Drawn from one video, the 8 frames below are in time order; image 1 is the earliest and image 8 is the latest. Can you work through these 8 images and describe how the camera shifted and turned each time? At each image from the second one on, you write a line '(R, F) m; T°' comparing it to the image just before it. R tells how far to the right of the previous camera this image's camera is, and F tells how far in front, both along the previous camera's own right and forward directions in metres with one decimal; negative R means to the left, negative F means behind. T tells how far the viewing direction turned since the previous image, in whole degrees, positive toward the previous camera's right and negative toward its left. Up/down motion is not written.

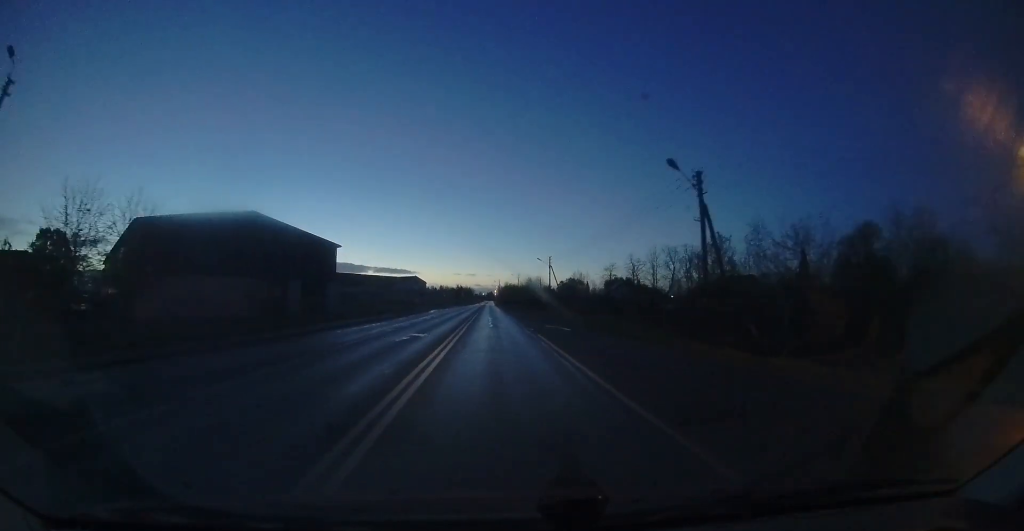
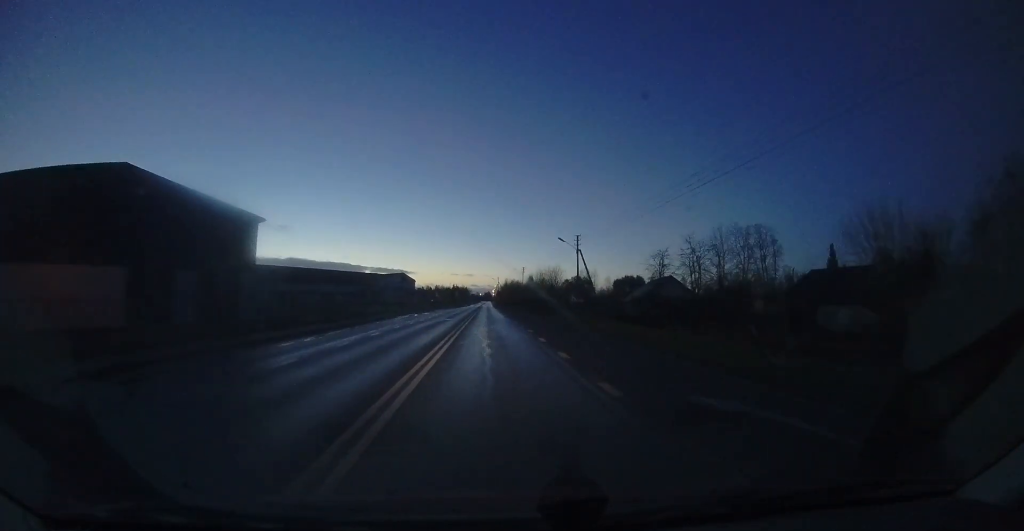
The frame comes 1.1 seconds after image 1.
(+0.9, +17.4) m; +5°
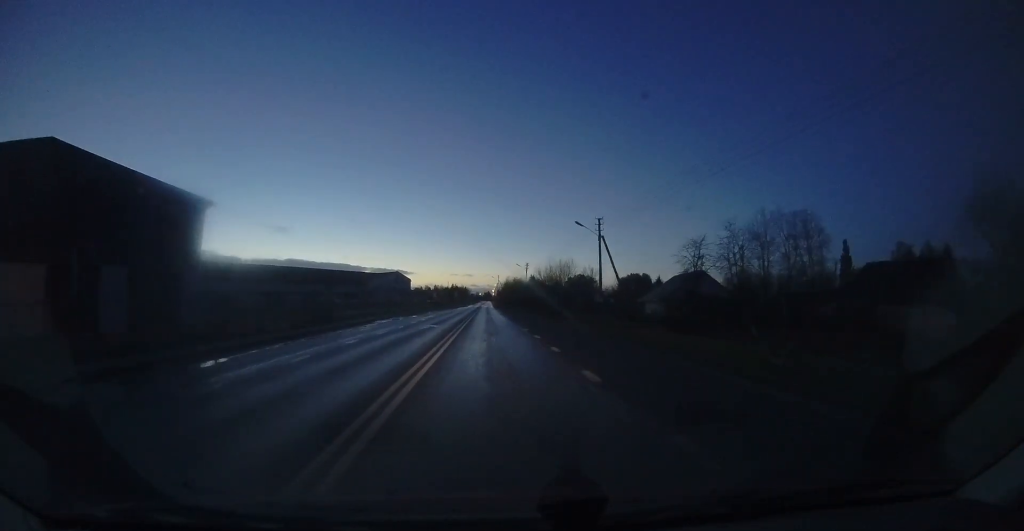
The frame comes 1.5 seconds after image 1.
(+0.2, +7.0) m; 0°
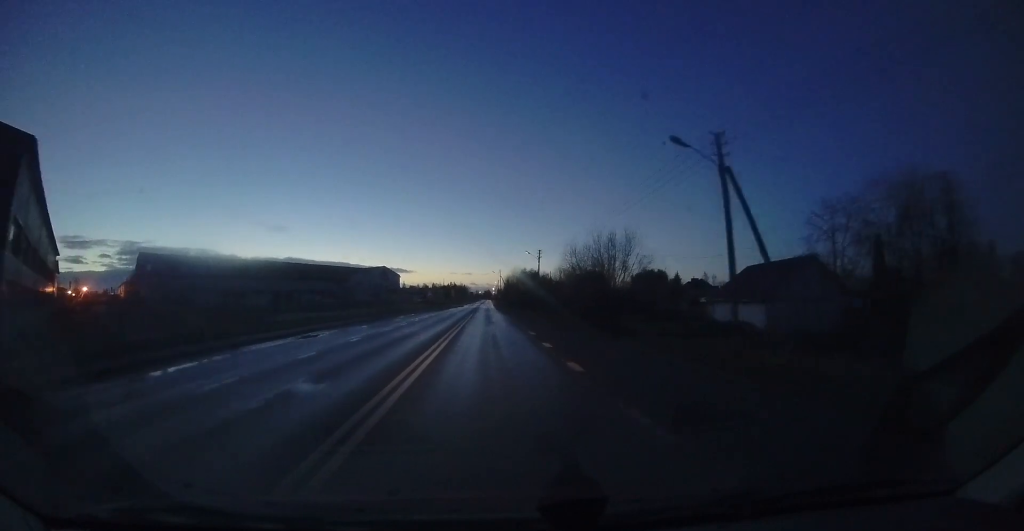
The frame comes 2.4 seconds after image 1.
(+0.1, +14.9) m; -2°
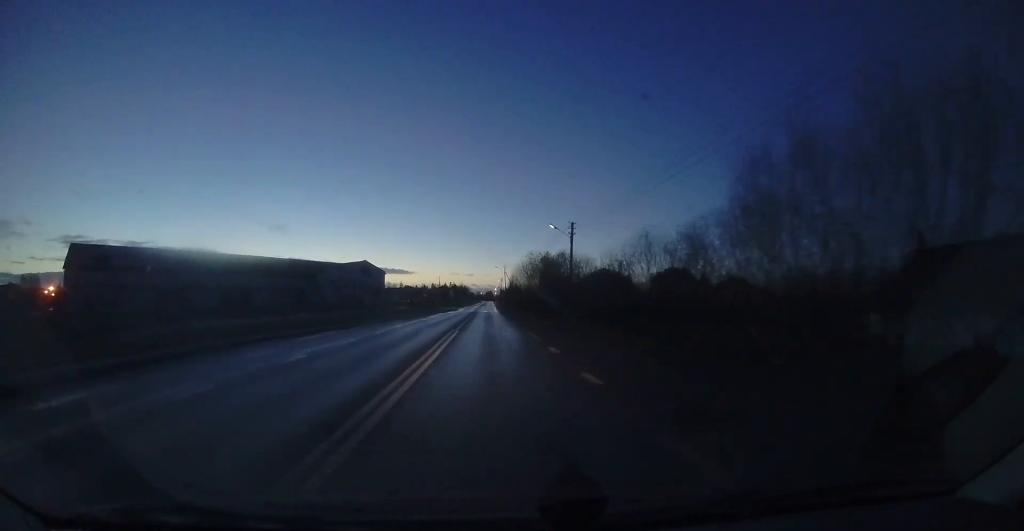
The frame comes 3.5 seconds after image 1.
(-0.7, +16.8) m; -3°
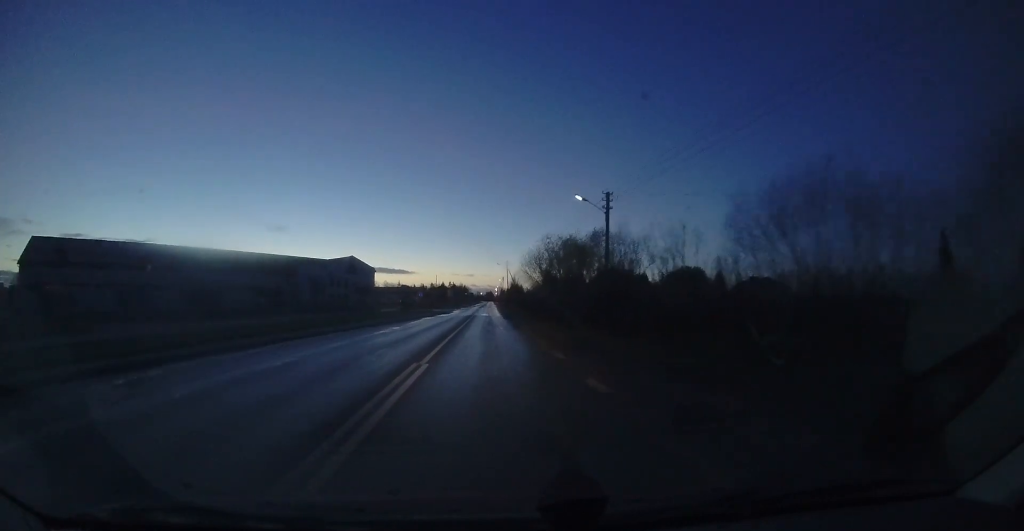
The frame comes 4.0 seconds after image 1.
(-0.4, +8.3) m; 0°
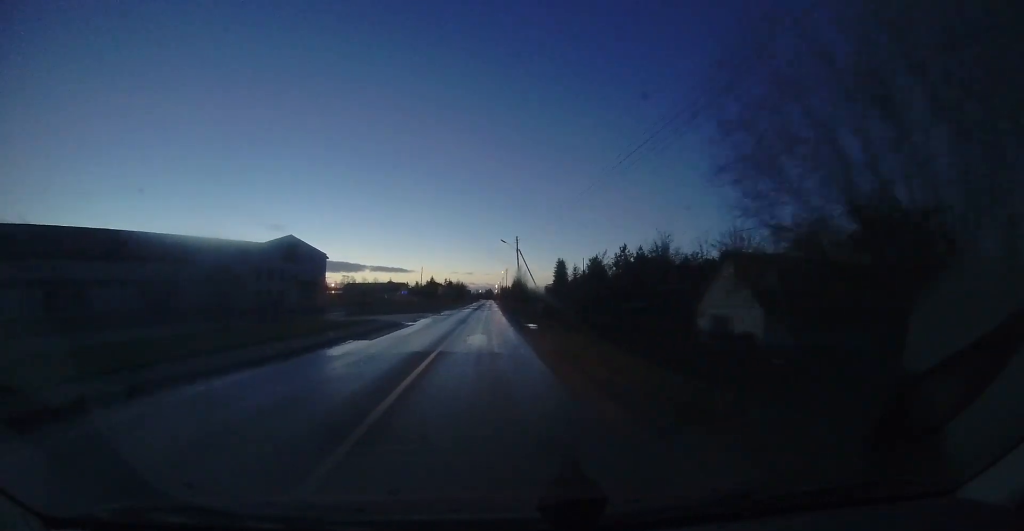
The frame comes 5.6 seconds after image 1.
(+0.6, +23.9) m; 0°
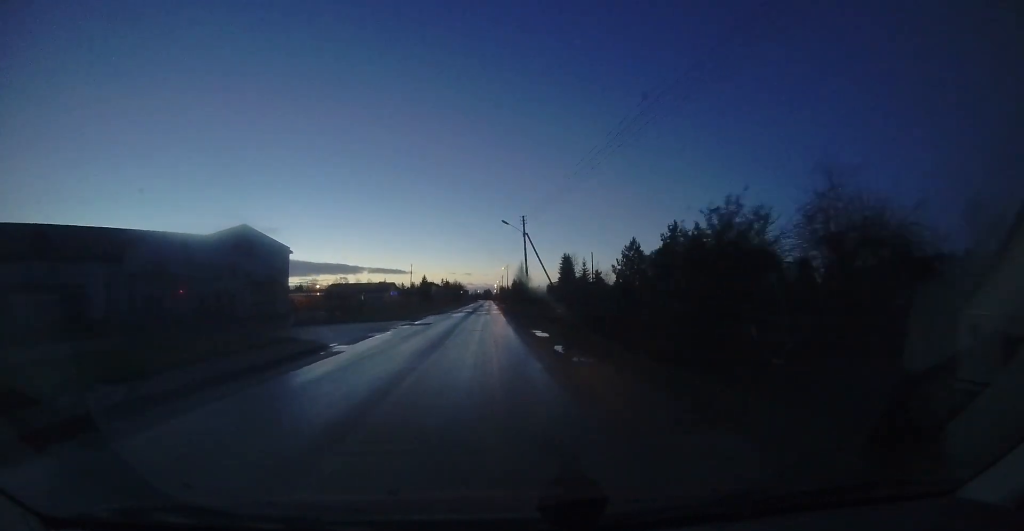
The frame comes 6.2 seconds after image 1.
(-0.1, +10.5) m; 0°
